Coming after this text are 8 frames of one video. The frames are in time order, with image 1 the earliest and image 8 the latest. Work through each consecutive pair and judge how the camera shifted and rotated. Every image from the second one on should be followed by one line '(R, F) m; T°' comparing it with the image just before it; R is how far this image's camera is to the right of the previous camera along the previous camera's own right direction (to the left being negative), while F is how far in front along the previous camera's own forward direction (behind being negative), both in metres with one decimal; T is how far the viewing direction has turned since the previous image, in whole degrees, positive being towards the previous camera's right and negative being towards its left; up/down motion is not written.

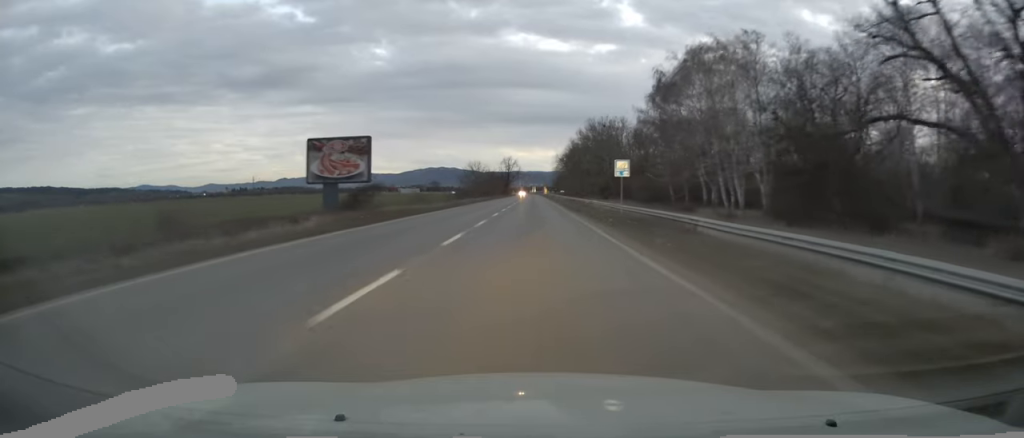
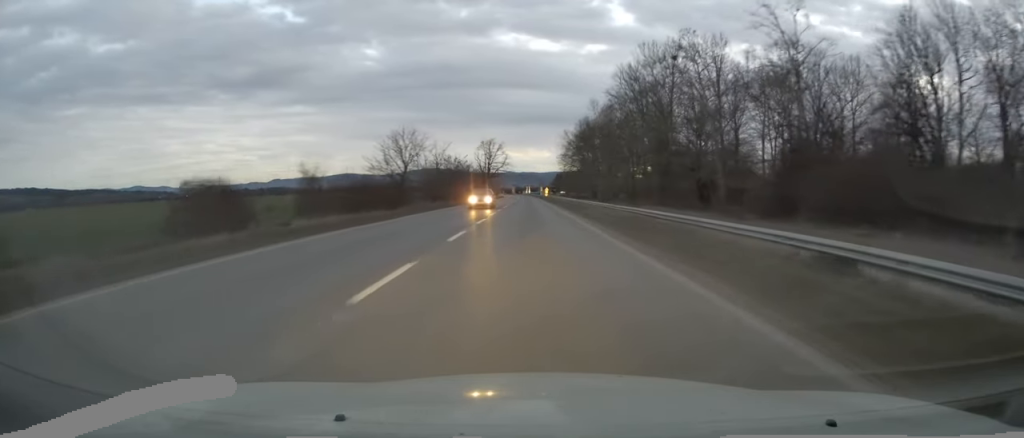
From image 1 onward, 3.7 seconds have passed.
(+0.2, +76.6) m; 0°
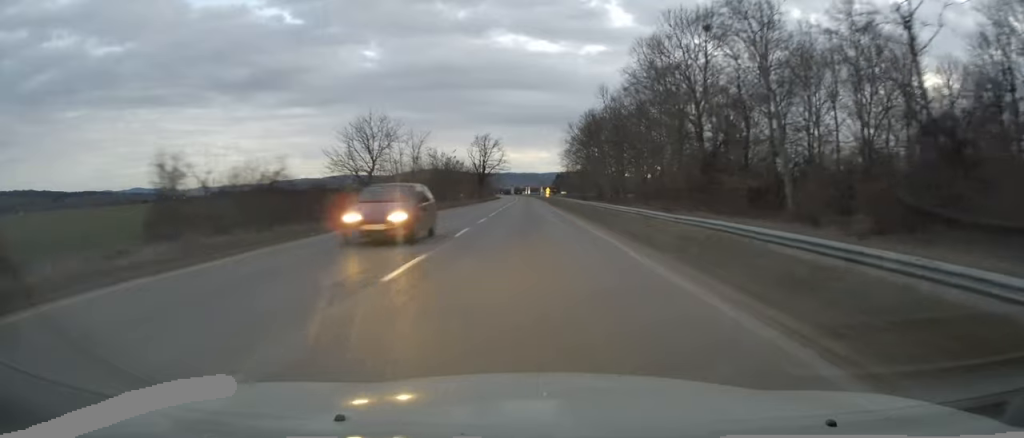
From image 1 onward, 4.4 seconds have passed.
(+0.1, +13.9) m; 0°
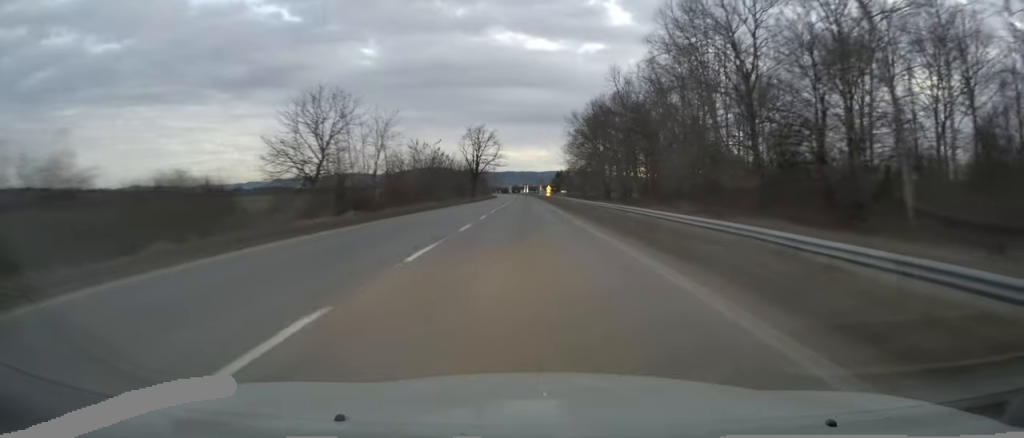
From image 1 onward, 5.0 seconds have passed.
(0.0, +13.2) m; 0°
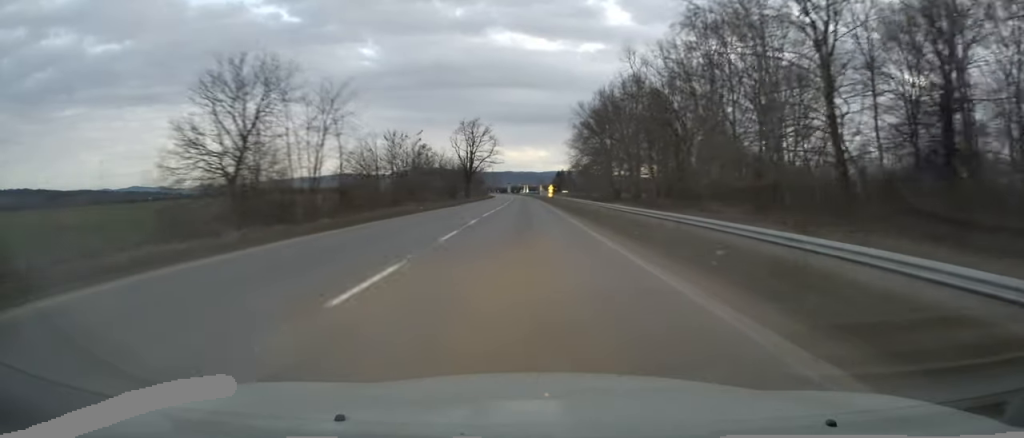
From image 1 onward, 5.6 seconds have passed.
(0.0, +11.8) m; 0°
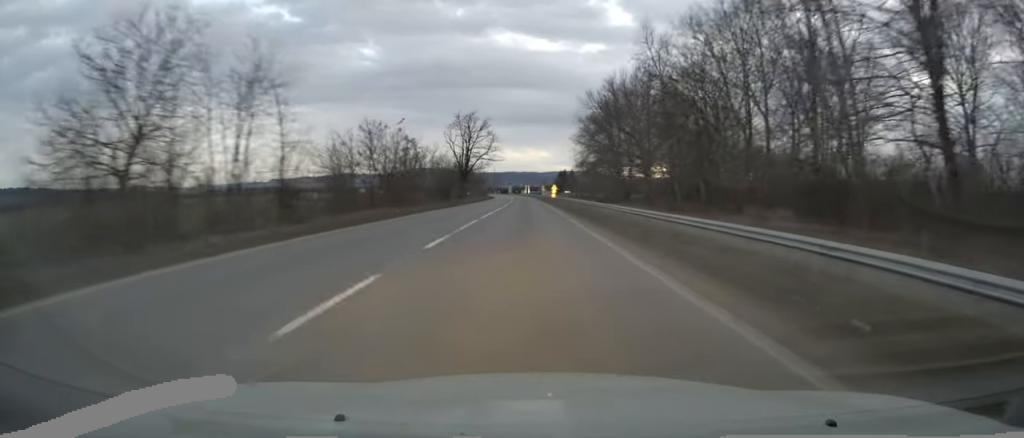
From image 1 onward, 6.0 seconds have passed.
(0.0, +9.0) m; 0°
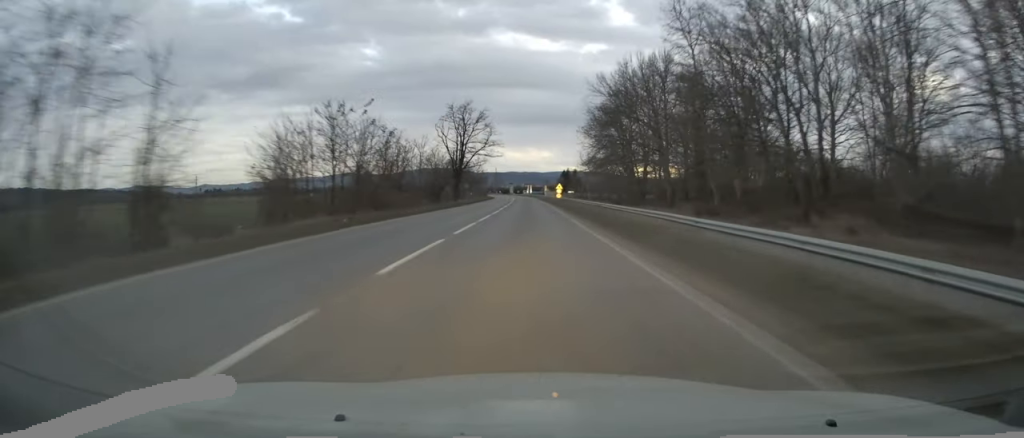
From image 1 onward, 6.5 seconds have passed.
(-0.1, +10.4) m; 0°
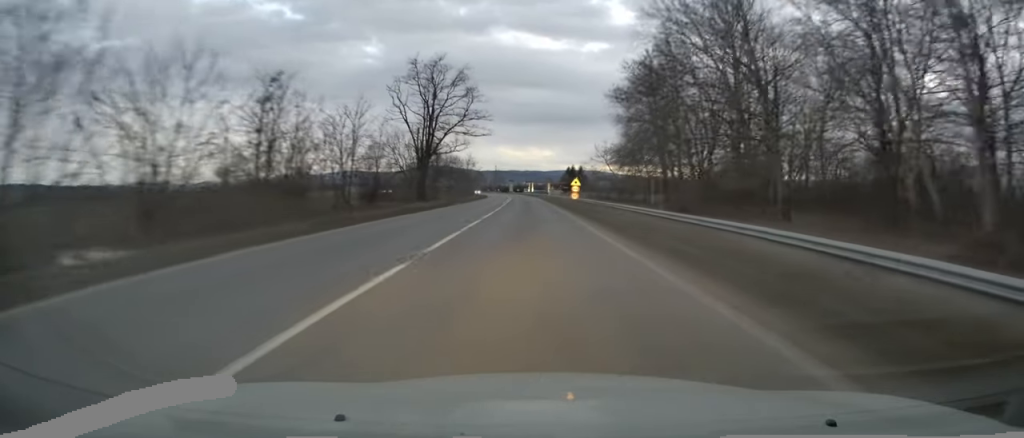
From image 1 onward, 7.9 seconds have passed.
(+0.1, +28.4) m; 0°
